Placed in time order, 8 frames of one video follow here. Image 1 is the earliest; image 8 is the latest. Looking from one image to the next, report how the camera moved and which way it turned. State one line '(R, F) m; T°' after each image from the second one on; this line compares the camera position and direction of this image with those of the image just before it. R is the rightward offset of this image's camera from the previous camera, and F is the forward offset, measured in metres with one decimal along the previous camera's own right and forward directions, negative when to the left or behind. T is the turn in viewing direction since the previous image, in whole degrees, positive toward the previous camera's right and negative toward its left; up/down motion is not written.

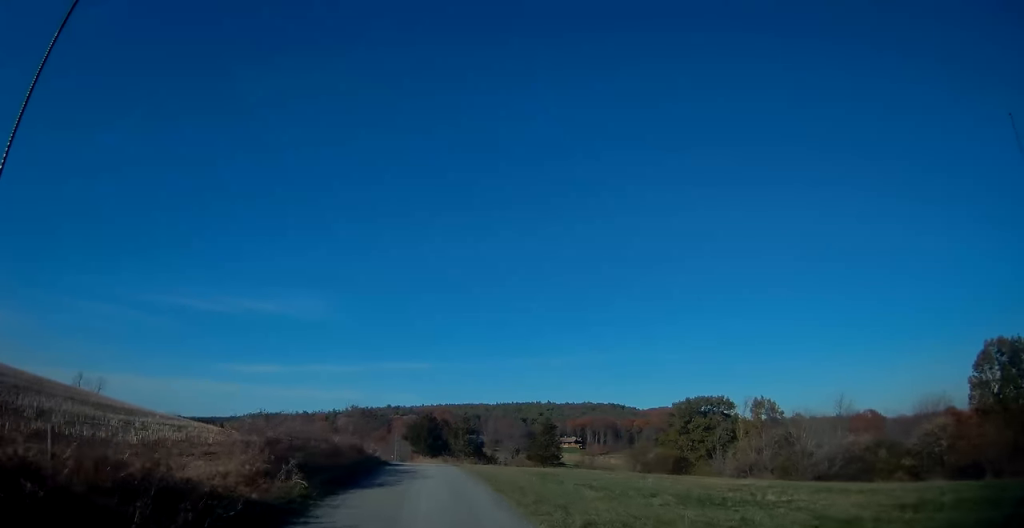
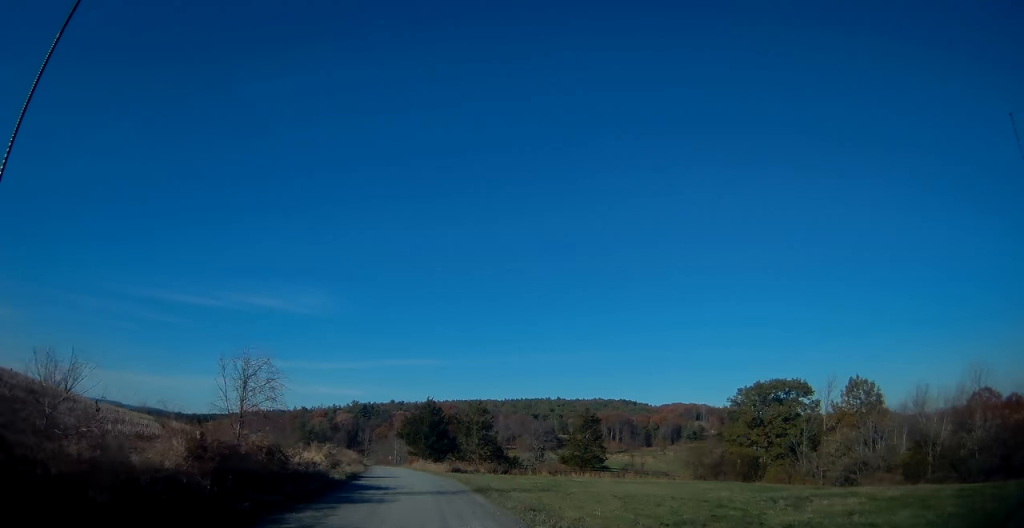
(-0.3, +23.3) m; -2°
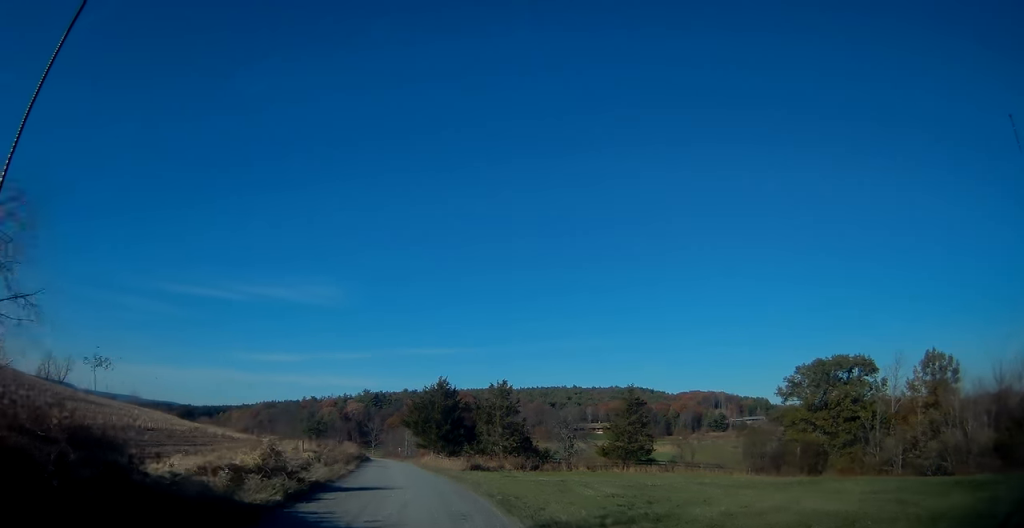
(-0.1, +12.5) m; -2°
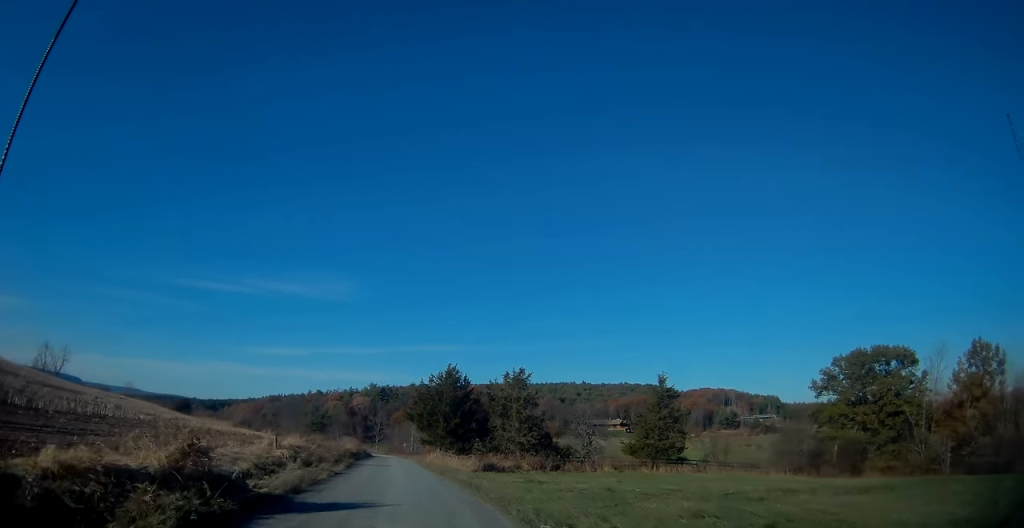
(-0.1, +6.6) m; -1°
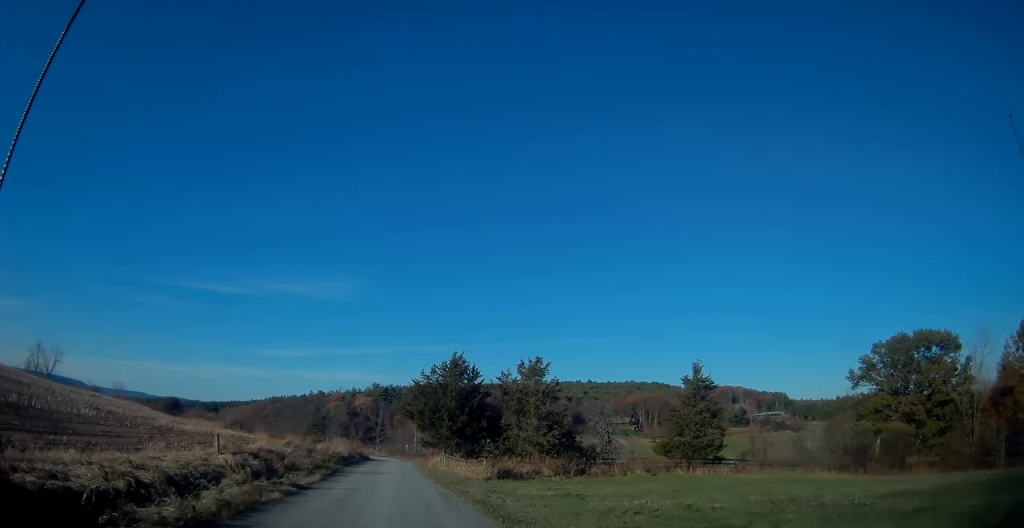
(-0.1, +7.3) m; -1°
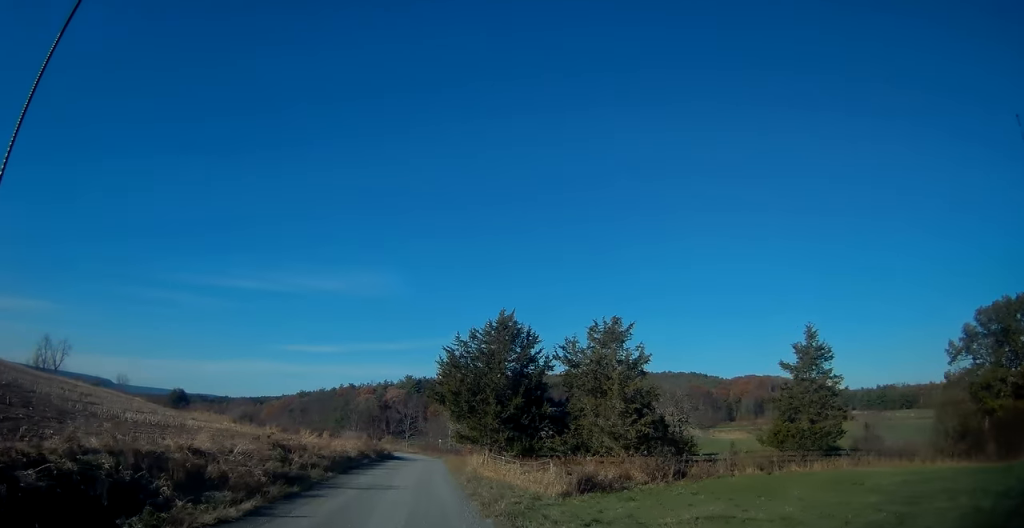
(-0.2, +12.6) m; -2°
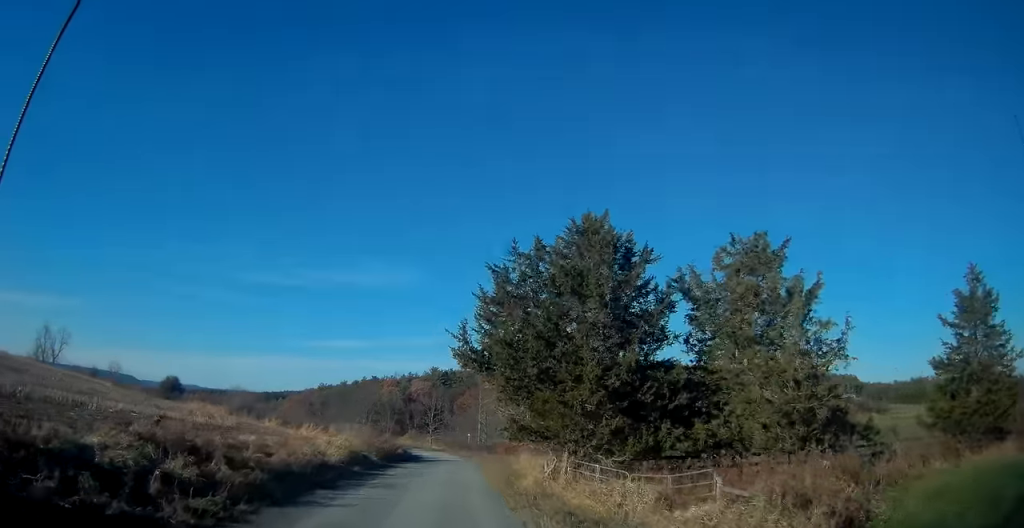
(-0.2, +13.3) m; -1°
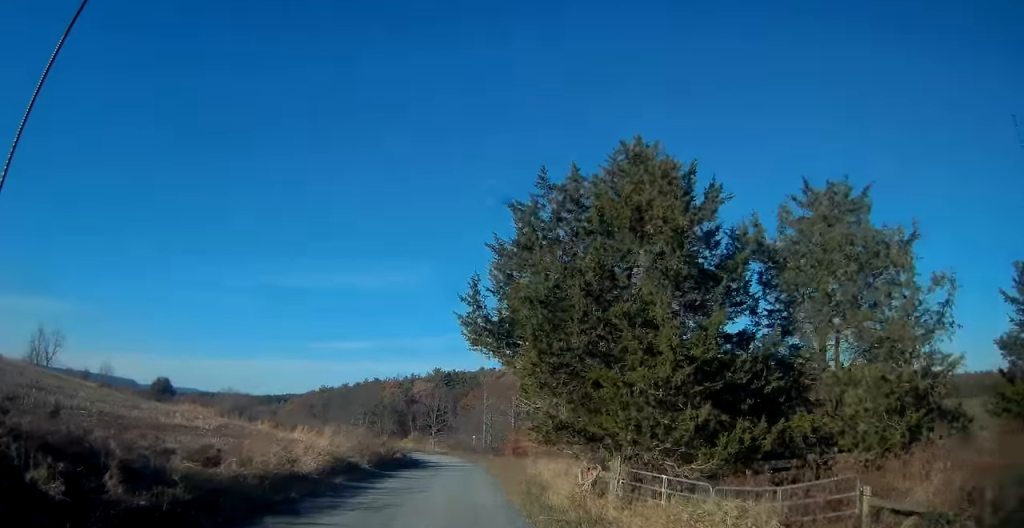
(0.0, +4.6) m; 0°
